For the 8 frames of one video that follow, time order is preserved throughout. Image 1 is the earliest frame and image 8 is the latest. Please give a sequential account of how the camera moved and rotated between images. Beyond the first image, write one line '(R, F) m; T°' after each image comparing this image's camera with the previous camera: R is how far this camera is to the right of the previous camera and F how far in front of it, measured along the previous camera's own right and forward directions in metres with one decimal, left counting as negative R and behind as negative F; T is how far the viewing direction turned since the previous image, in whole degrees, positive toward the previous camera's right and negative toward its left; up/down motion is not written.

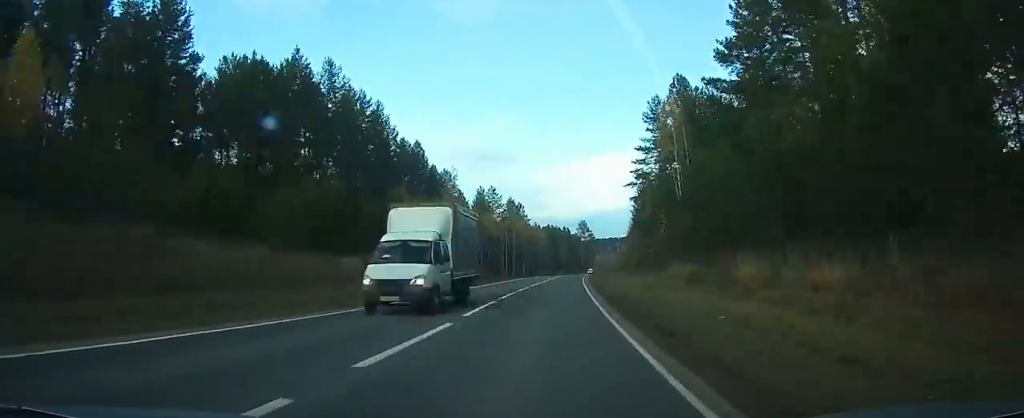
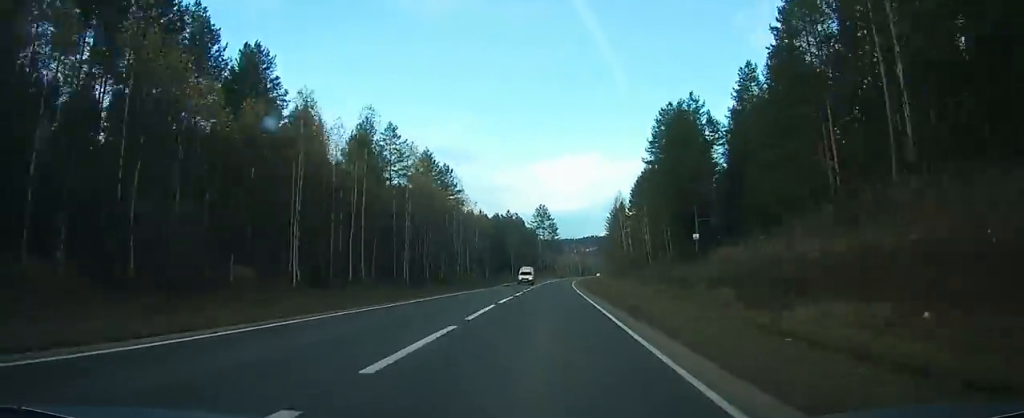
(+2.7, +68.8) m; +4°
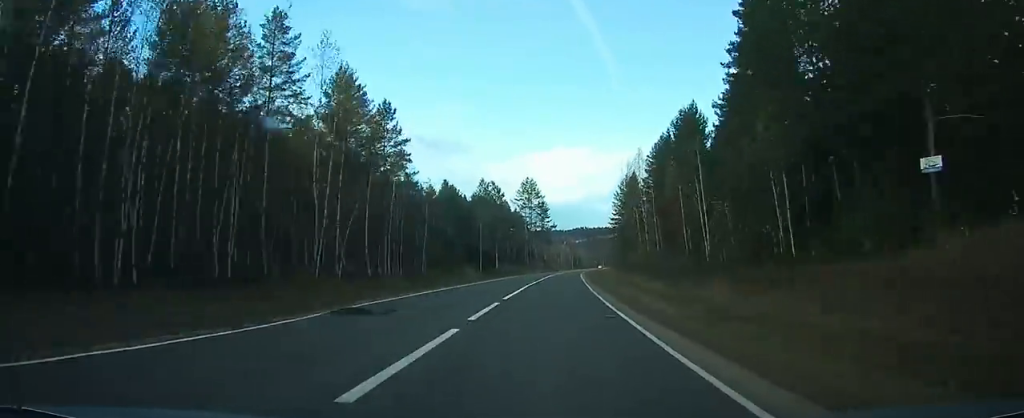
(+0.6, +37.7) m; +2°
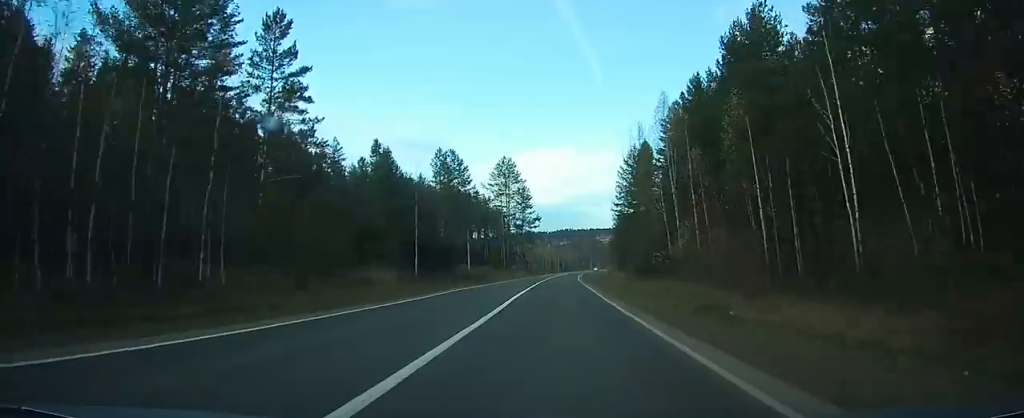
(+0.1, +29.3) m; +1°
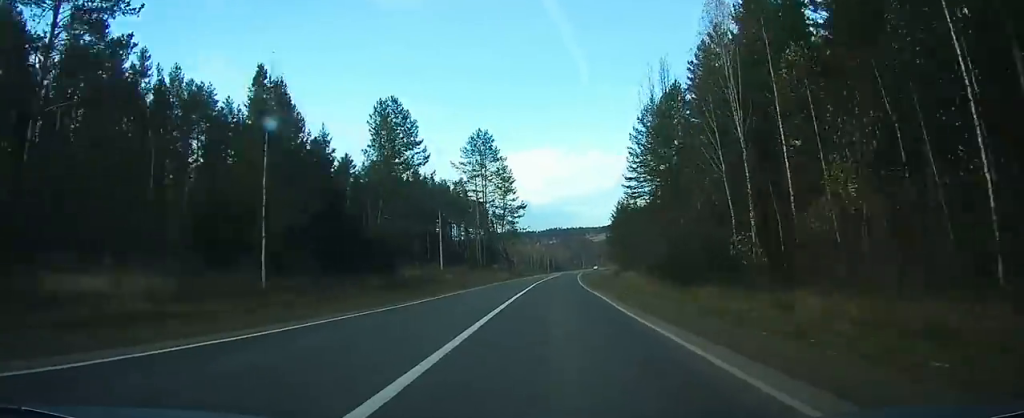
(+0.3, +24.2) m; +1°
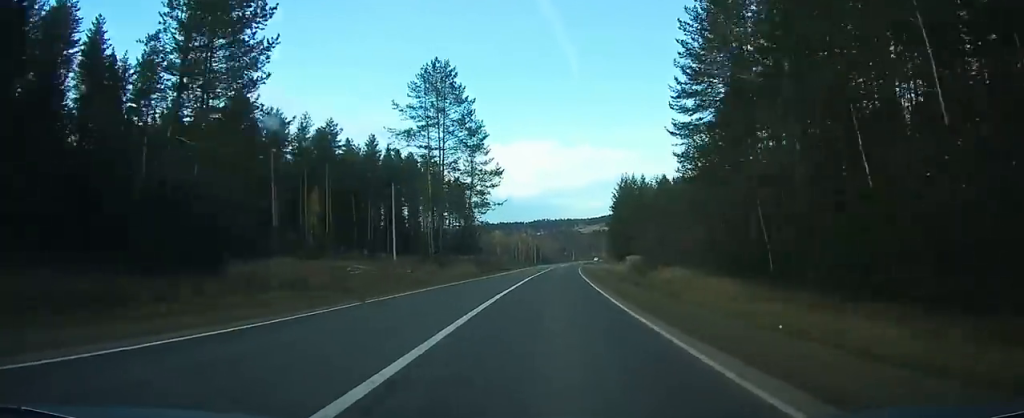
(+0.2, +29.5) m; +1°
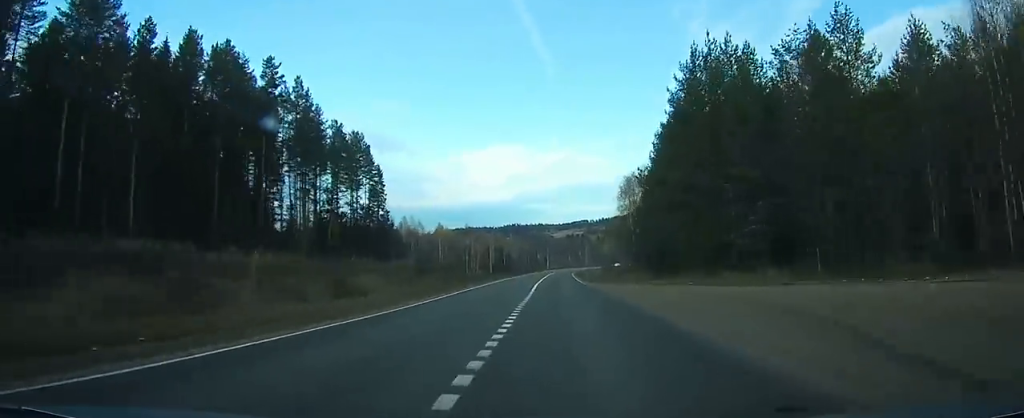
(+2.2, +82.2) m; +3°
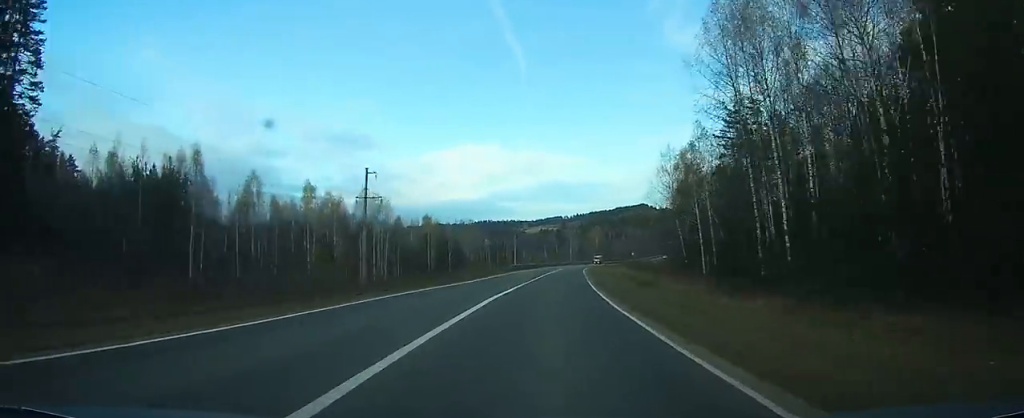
(+2.9, +89.0) m; +4°
